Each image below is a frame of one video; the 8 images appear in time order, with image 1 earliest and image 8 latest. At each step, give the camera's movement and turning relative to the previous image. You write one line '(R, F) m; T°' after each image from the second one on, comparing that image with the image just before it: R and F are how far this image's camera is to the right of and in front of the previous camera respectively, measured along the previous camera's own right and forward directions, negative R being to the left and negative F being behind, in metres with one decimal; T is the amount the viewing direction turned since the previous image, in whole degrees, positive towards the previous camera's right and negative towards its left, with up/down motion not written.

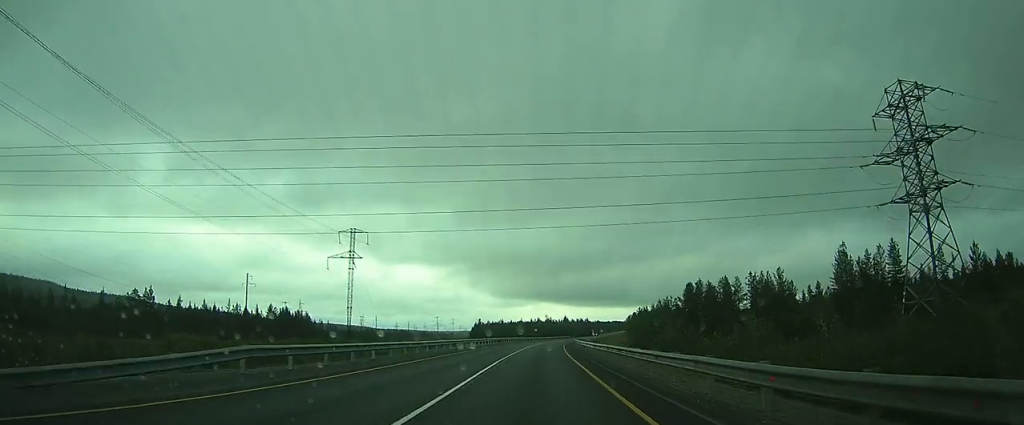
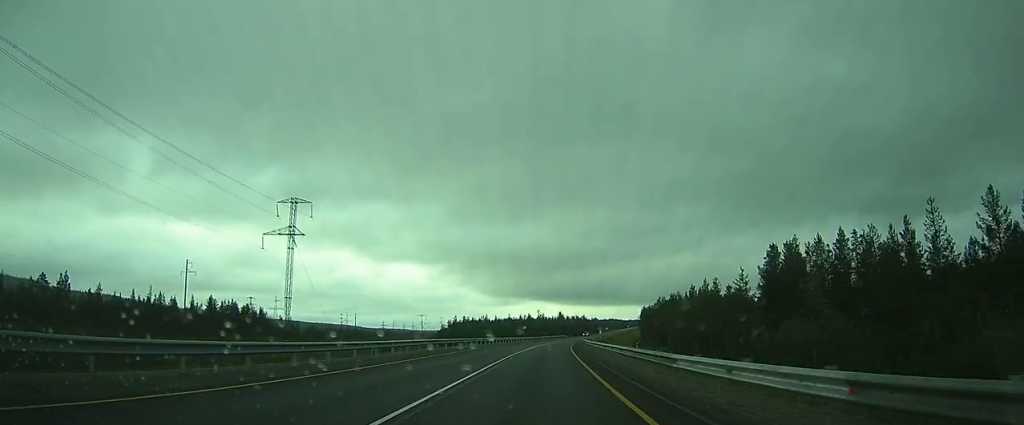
(0.0, +42.9) m; 0°
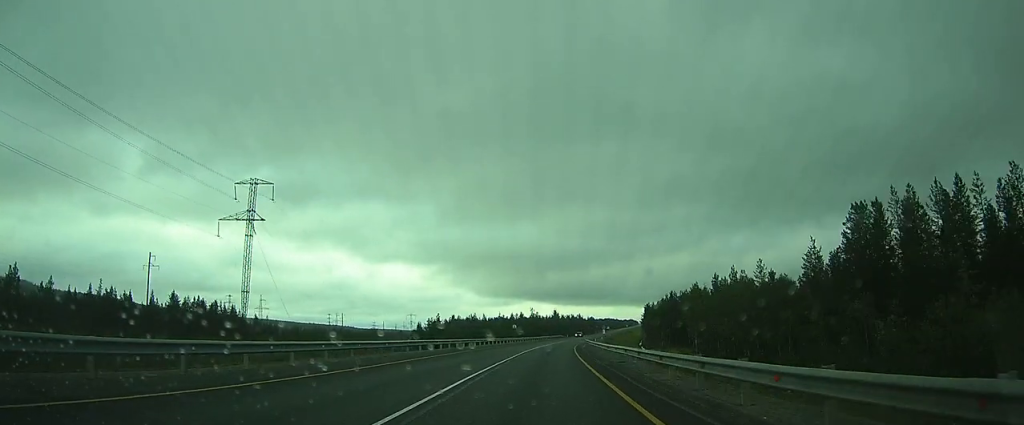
(0.0, +19.5) m; 0°
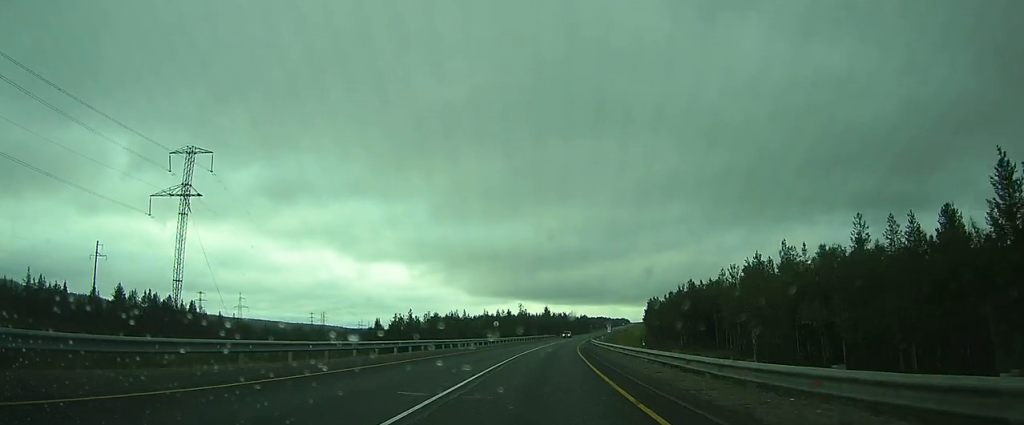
(0.0, +22.3) m; 0°
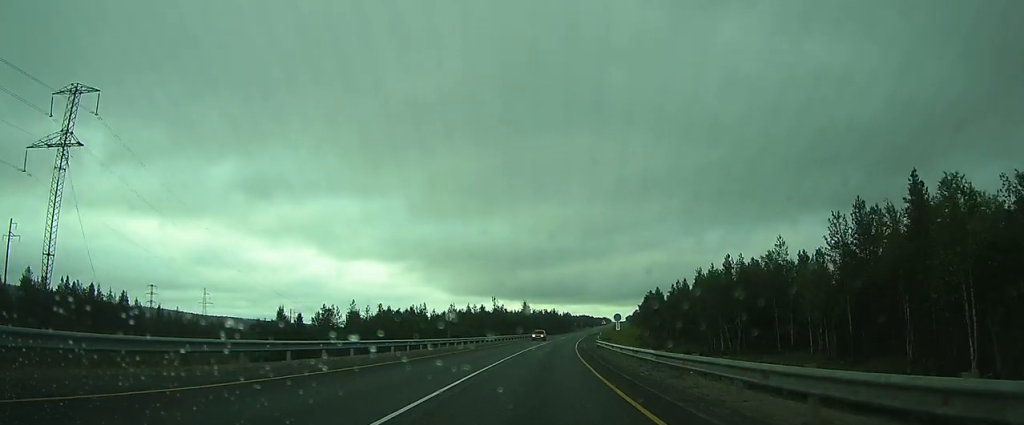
(0.0, +26.5) m; +1°
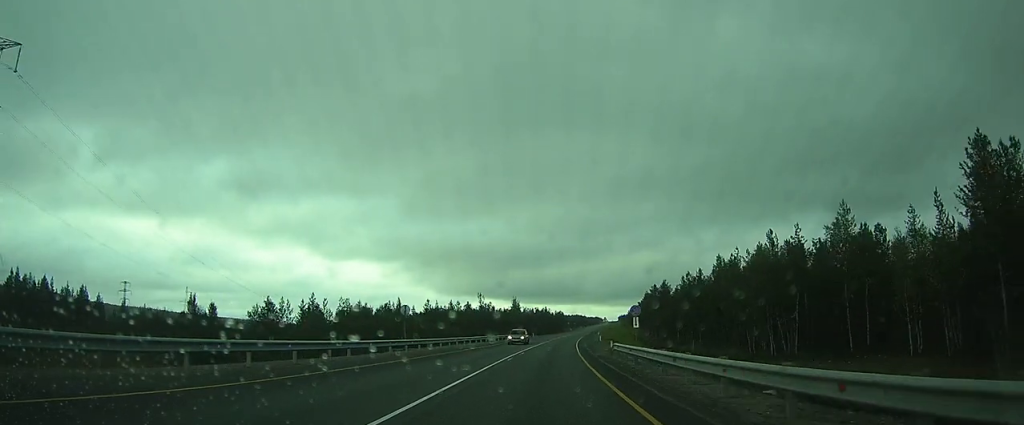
(-0.2, +13.7) m; +1°
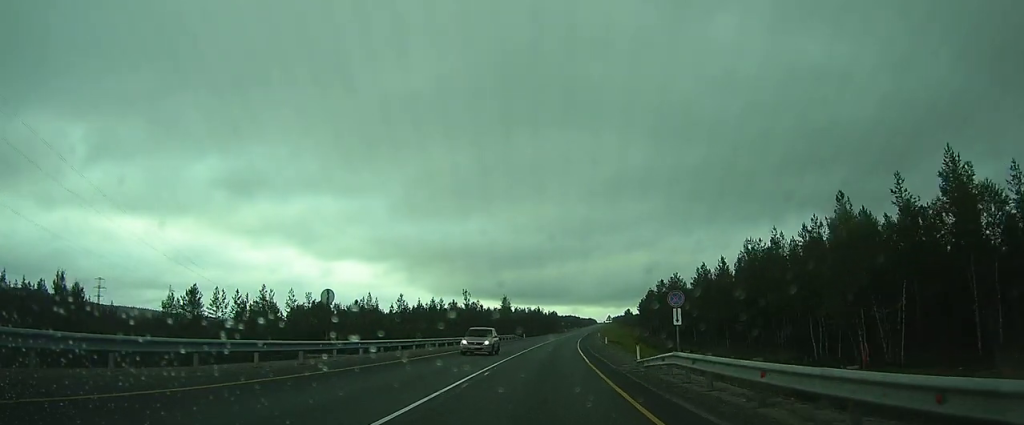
(+0.4, +11.6) m; +1°
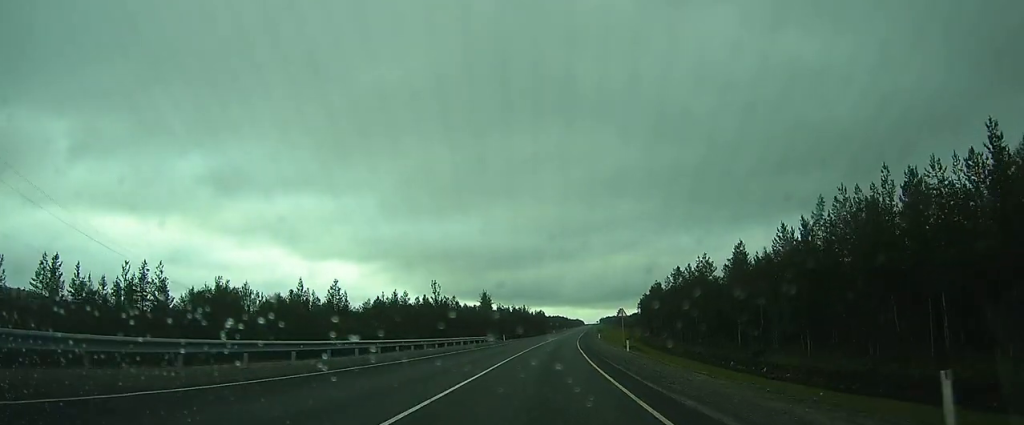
(+0.4, +18.1) m; +1°
